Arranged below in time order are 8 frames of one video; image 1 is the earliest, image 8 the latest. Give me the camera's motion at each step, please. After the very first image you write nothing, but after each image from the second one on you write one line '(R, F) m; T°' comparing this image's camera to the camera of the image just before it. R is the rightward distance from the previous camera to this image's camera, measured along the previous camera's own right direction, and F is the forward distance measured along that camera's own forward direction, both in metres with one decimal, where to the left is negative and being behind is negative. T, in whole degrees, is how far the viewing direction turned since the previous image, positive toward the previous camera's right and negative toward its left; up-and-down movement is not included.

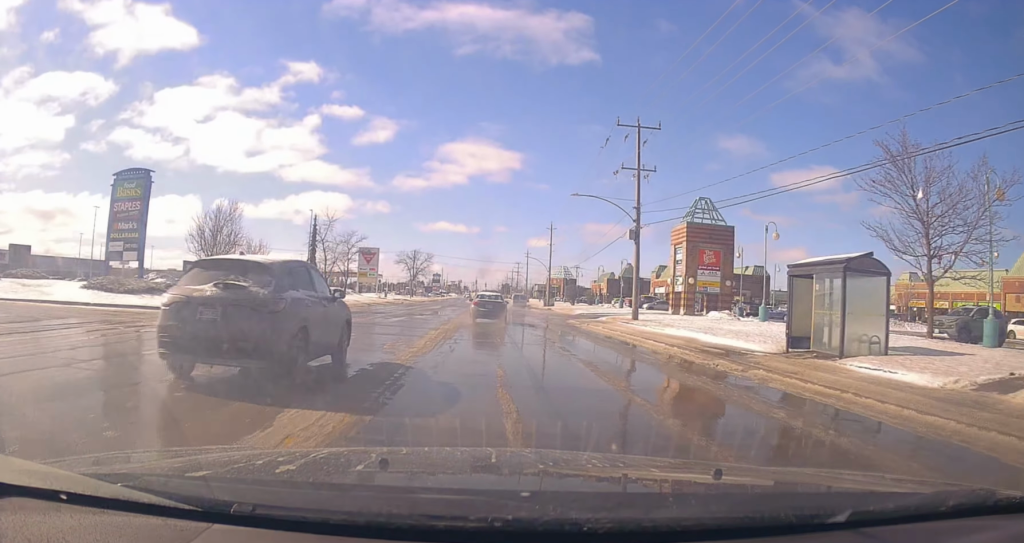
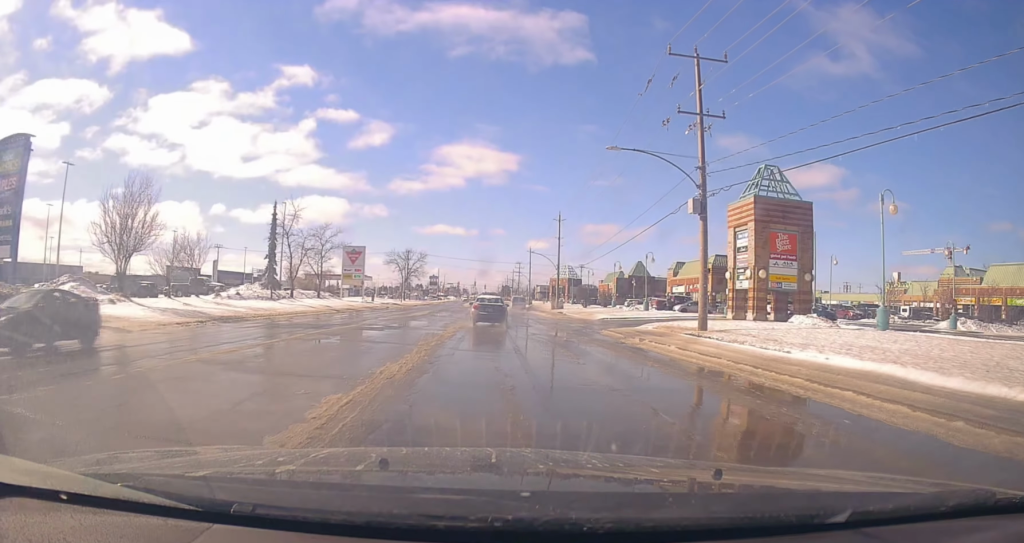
(+0.1, +12.2) m; 0°
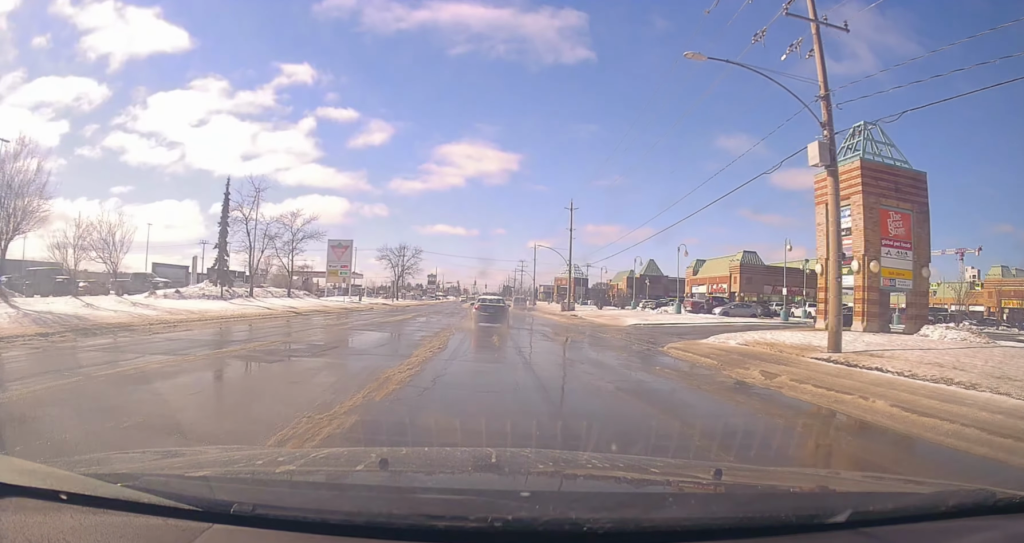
(-0.3, +10.6) m; -1°
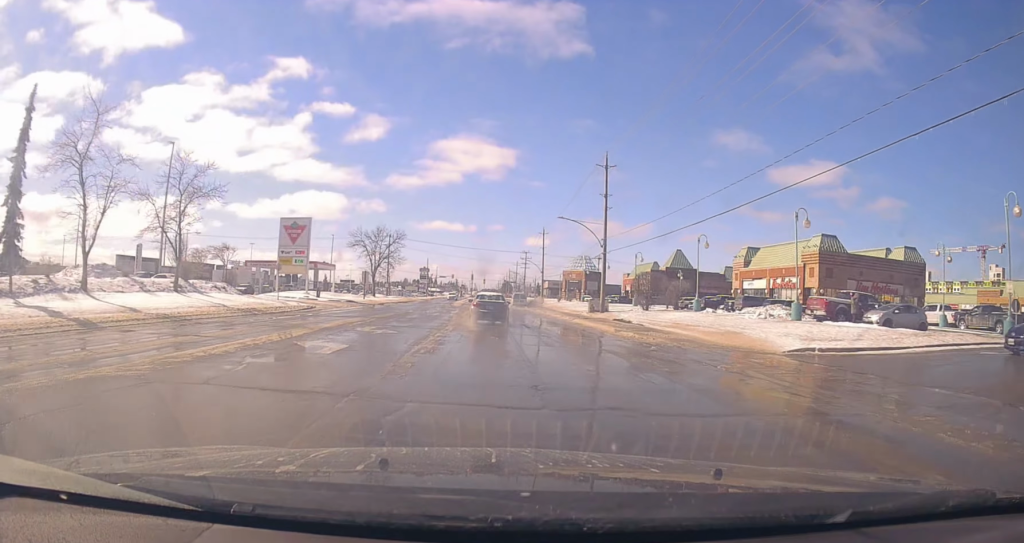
(-0.4, +22.0) m; 0°
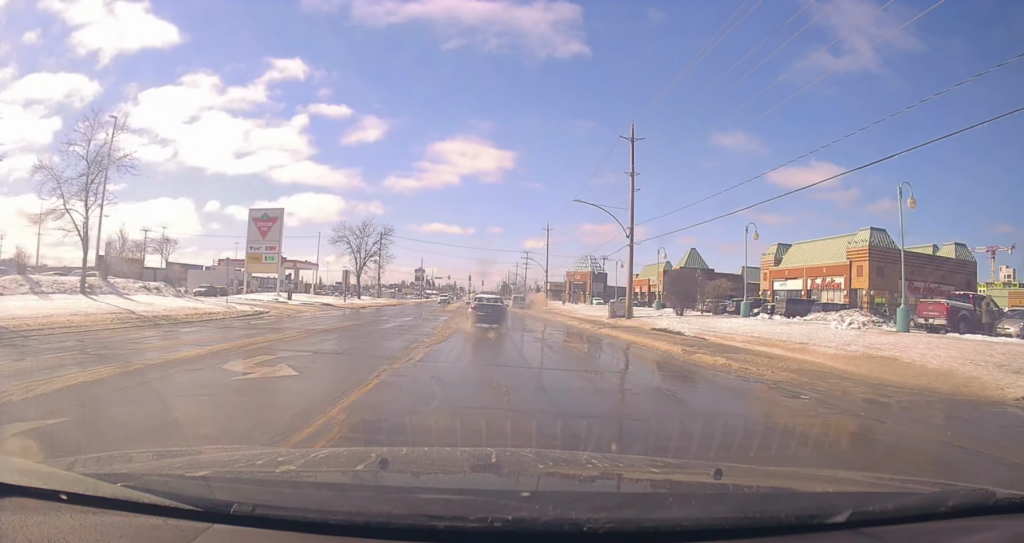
(0.0, +9.7) m; +1°
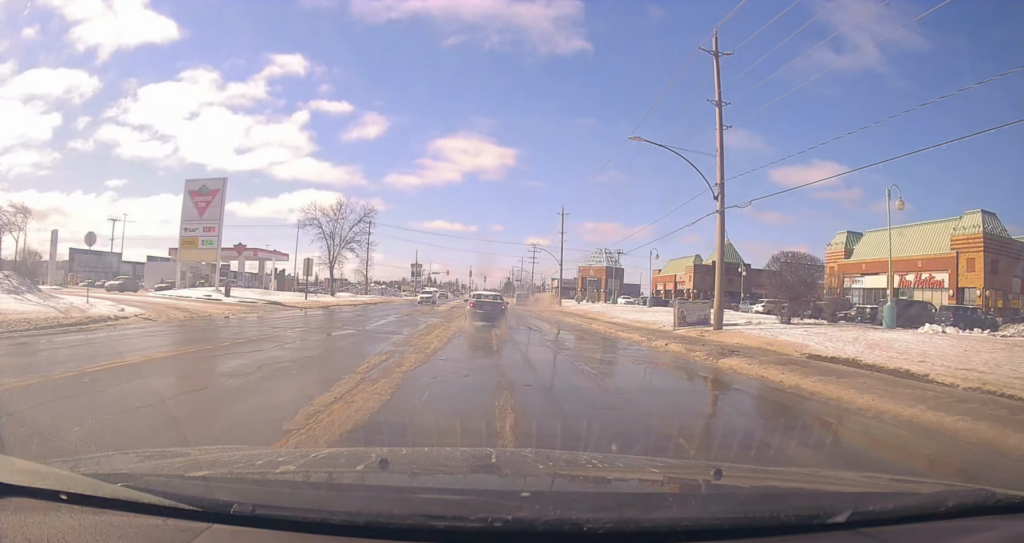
(+0.5, +15.5) m; 0°
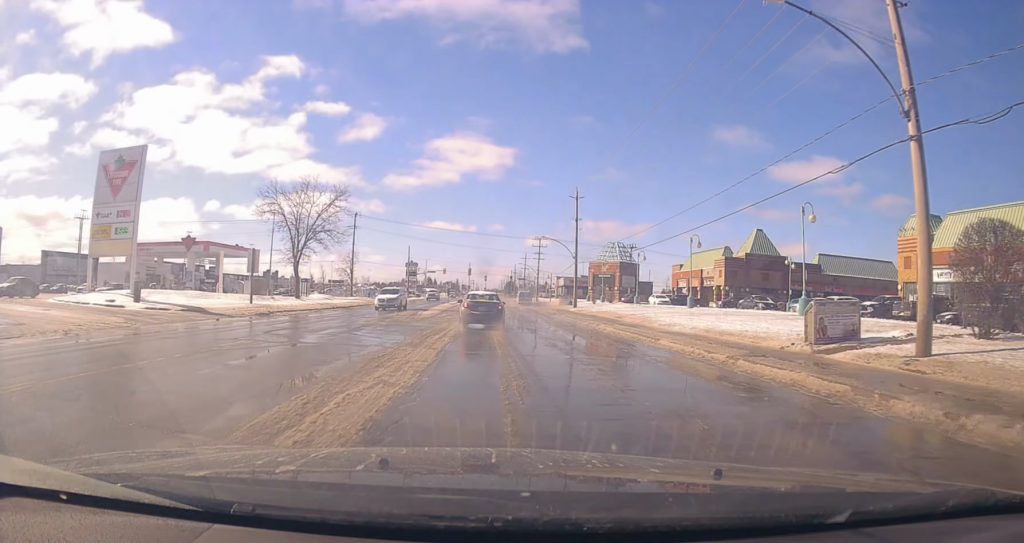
(-0.3, +12.9) m; -1°
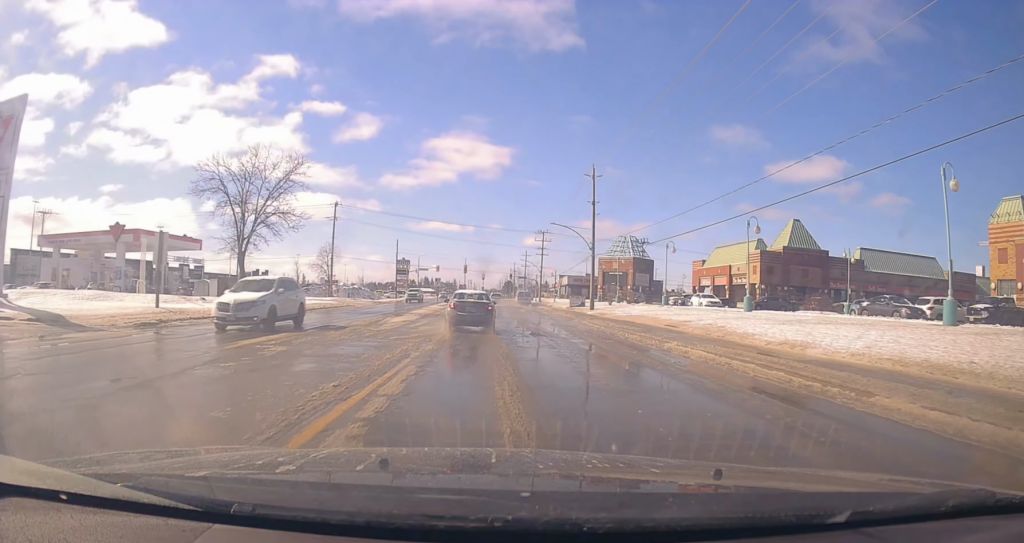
(0.0, +12.1) m; 0°
